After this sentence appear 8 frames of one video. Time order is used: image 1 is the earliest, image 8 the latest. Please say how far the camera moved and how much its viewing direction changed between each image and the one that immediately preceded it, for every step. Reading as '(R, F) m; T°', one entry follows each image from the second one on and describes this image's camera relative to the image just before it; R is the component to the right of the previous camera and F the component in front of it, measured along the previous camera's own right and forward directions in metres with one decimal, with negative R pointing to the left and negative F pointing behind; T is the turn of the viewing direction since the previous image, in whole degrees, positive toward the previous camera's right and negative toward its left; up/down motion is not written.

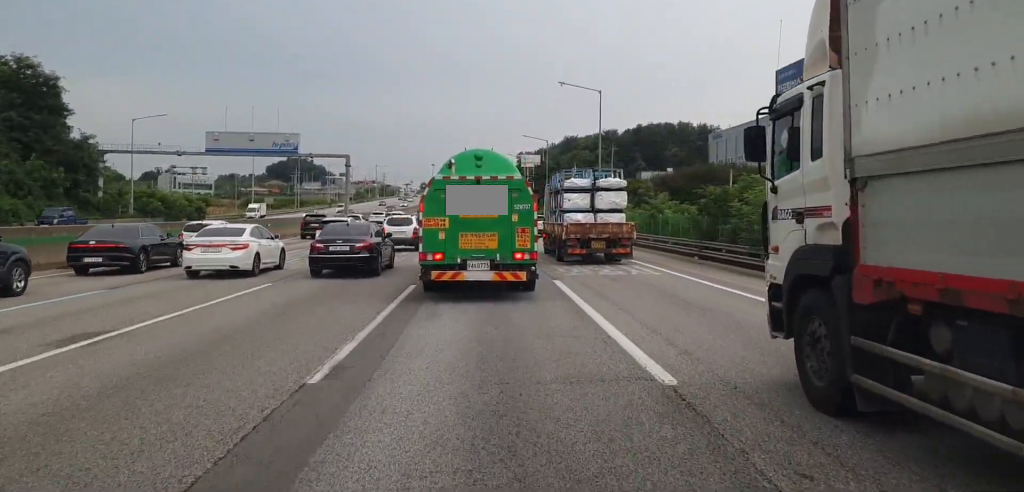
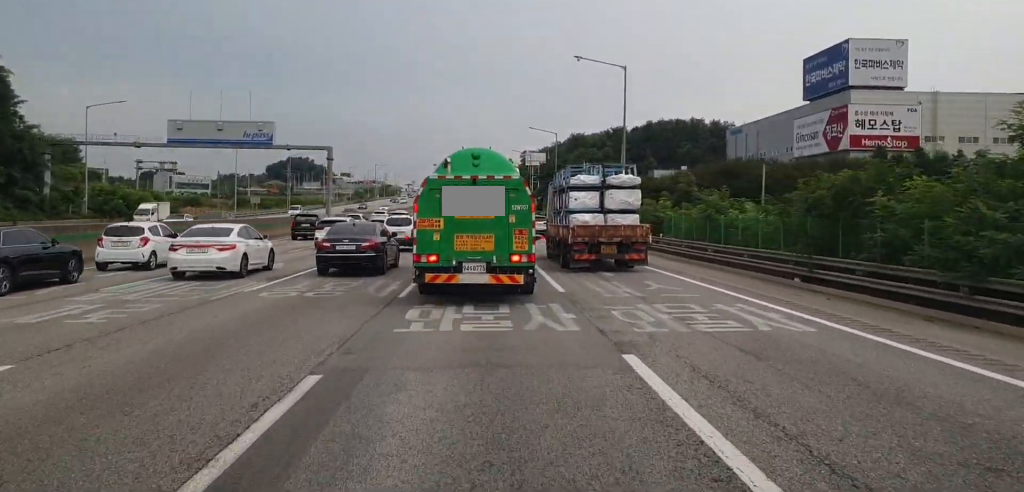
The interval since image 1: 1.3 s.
(+0.1, +10.6) m; -1°
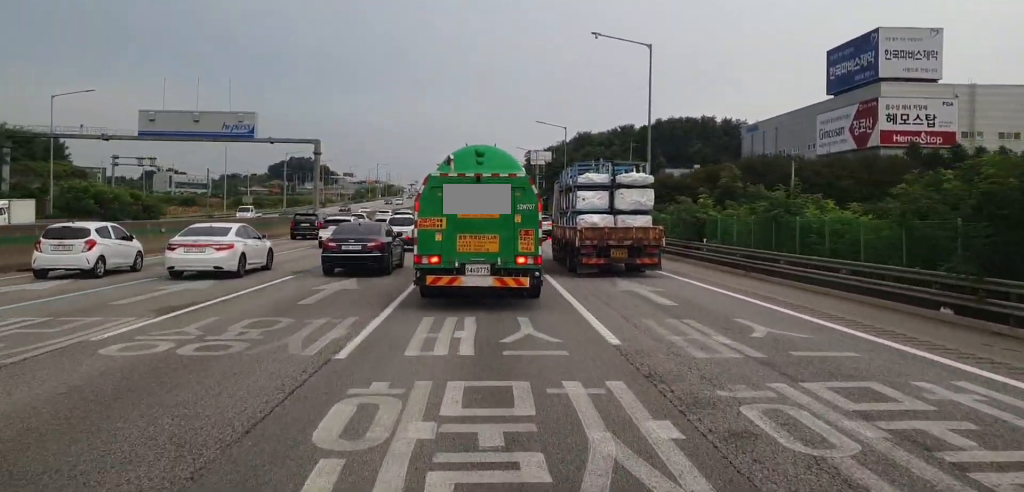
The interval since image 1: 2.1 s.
(-0.3, +7.1) m; 0°
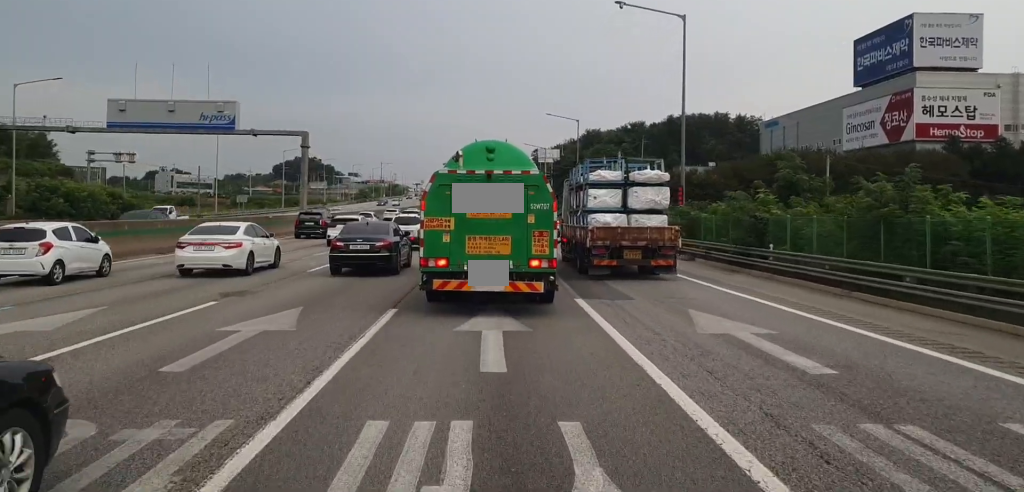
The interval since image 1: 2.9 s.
(+0.4, +6.8) m; +1°
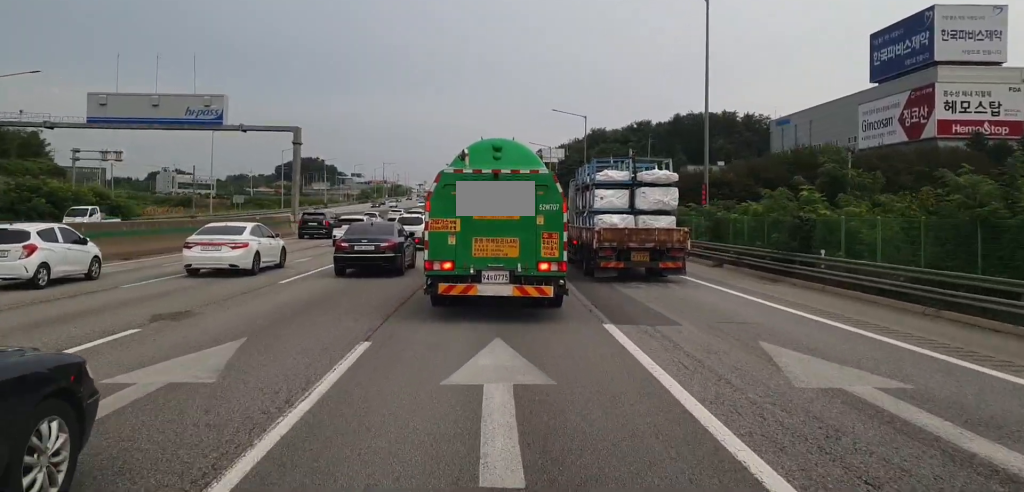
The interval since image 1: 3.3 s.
(-0.1, +3.7) m; -1°
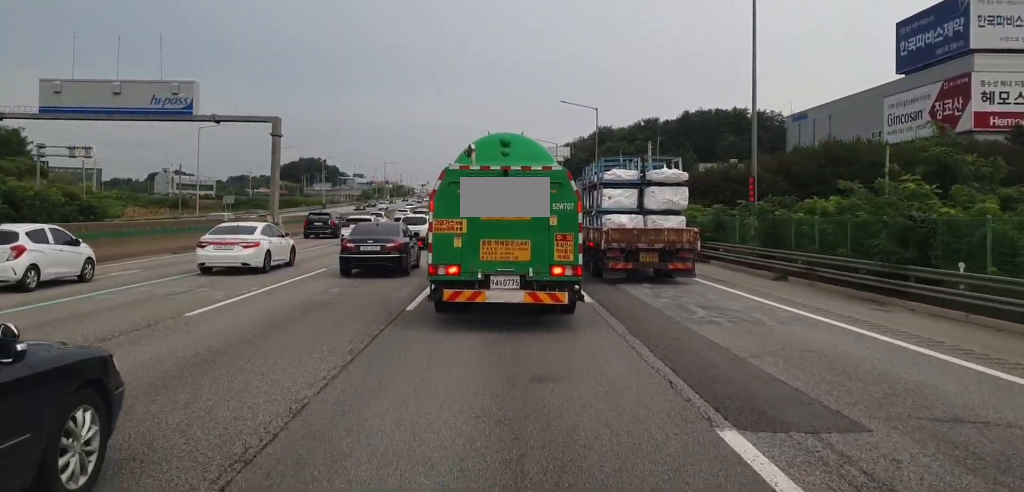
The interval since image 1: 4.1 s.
(-0.2, +6.6) m; -2°
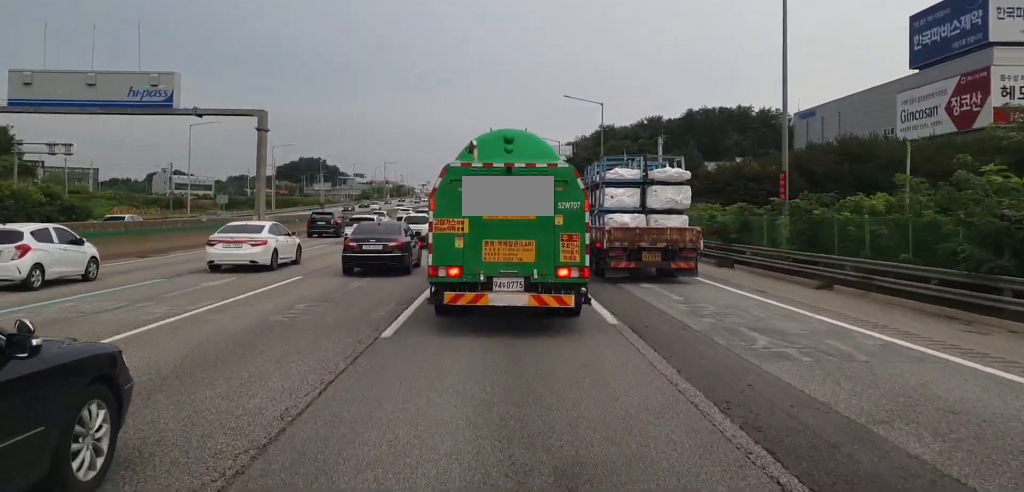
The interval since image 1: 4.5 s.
(0.0, +3.5) m; 0°
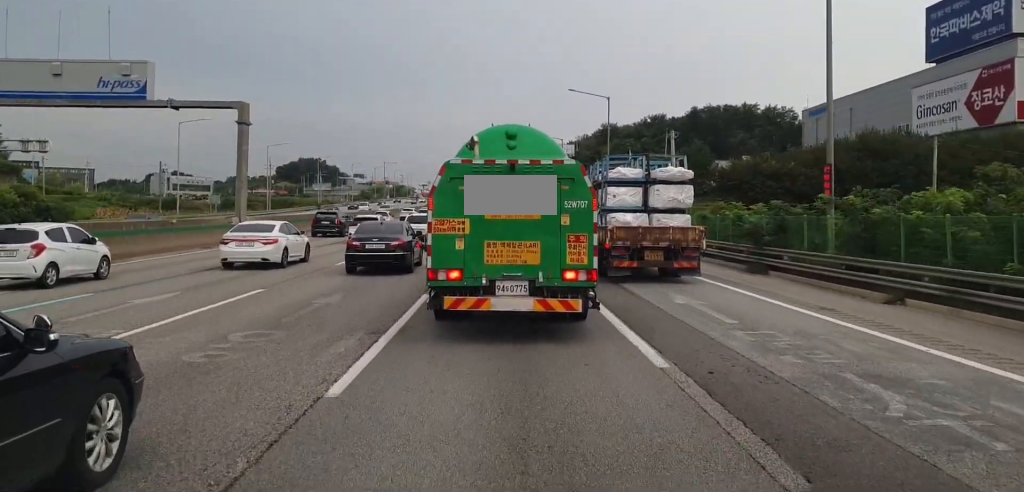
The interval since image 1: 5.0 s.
(0.0, +3.9) m; 0°
